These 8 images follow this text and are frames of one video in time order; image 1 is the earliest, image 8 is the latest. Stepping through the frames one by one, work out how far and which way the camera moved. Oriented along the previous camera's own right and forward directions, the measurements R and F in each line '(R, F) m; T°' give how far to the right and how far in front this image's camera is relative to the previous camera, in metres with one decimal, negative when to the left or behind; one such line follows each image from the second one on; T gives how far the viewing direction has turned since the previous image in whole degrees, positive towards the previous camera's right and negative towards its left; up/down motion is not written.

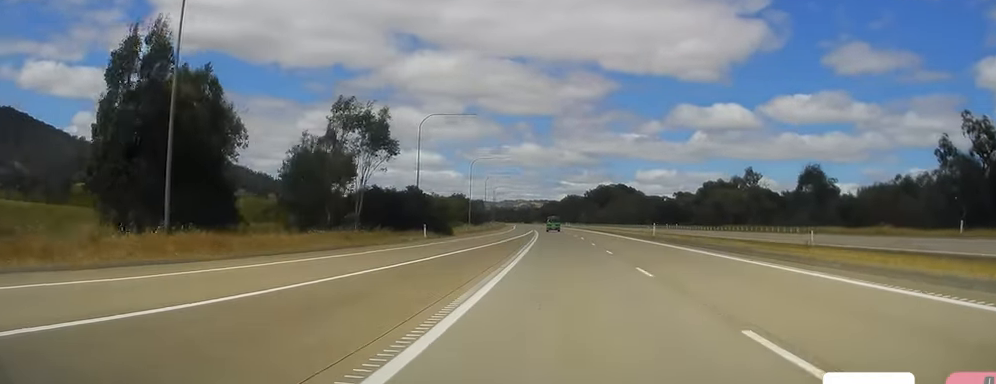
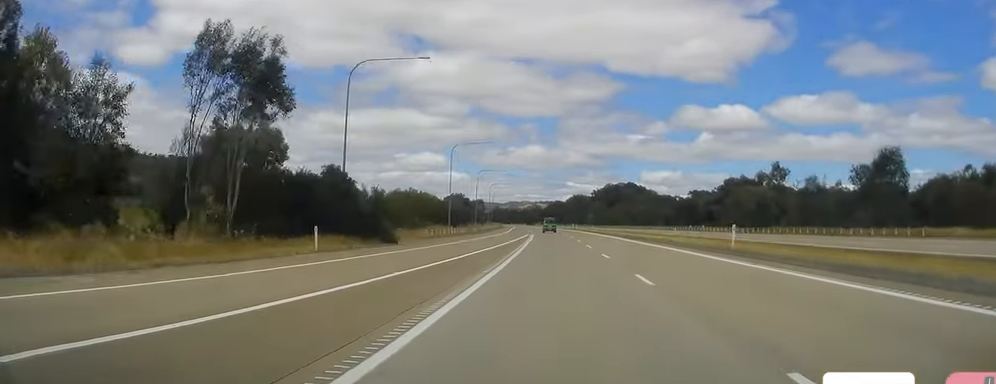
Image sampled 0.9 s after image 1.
(-0.1, +26.1) m; 0°
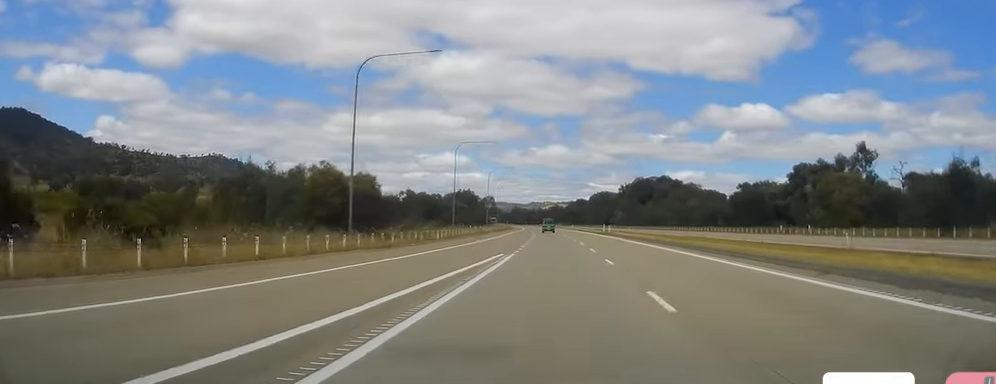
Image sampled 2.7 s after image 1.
(-0.2, +52.3) m; 0°
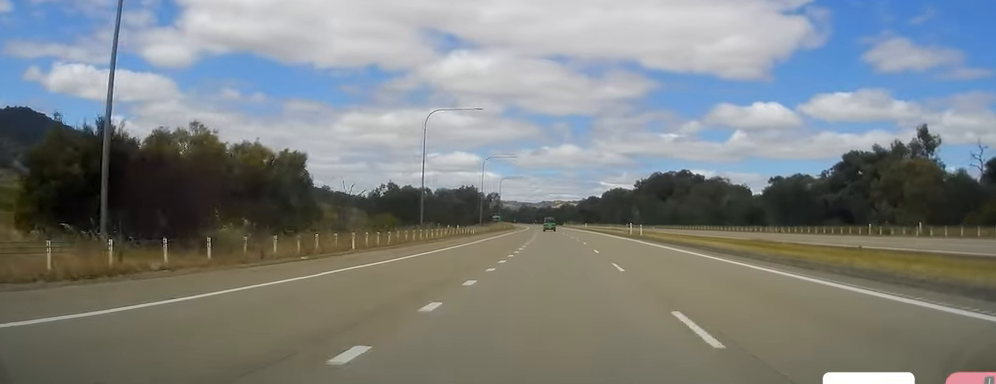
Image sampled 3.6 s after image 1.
(+0.5, +27.1) m; -1°
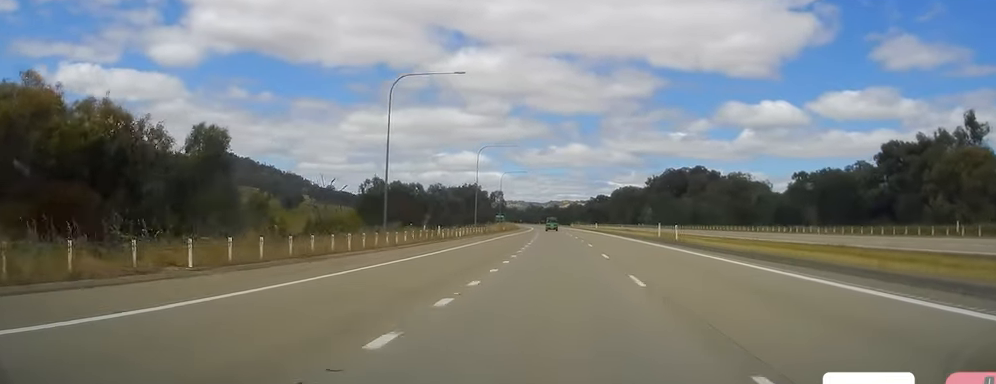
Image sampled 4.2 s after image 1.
(-0.5, +16.5) m; -2°
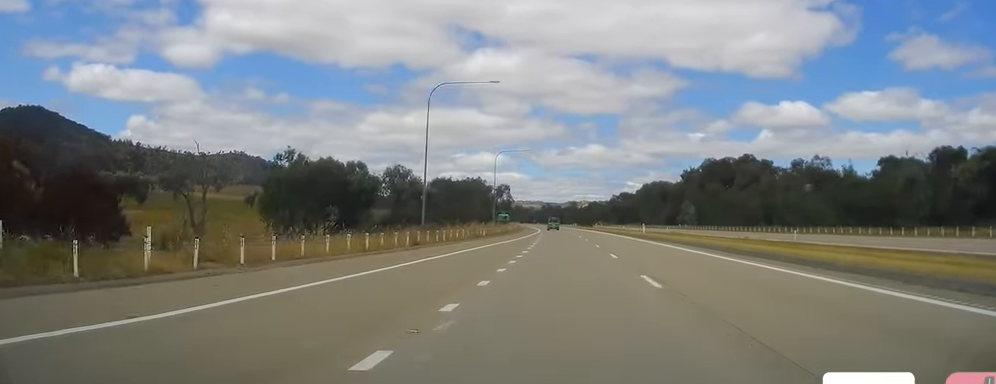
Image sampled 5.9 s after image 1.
(-0.9, +48.5) m; -1°
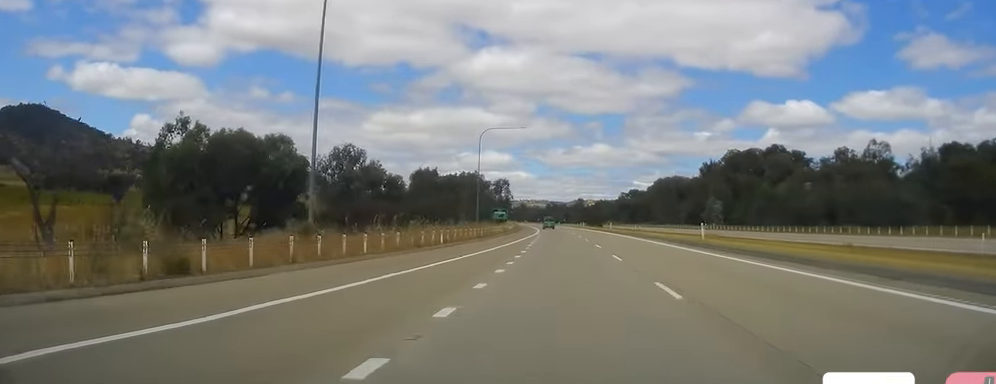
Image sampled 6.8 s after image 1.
(+0.1, +26.1) m; -1°
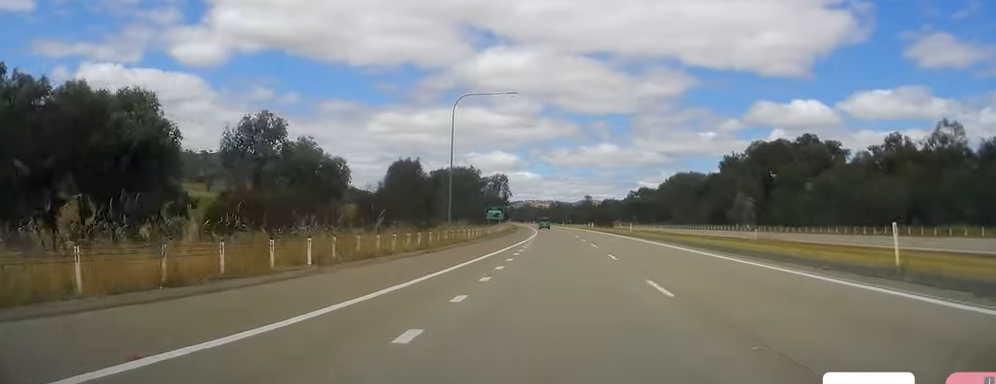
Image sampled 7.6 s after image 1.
(-0.4, +23.2) m; -1°
